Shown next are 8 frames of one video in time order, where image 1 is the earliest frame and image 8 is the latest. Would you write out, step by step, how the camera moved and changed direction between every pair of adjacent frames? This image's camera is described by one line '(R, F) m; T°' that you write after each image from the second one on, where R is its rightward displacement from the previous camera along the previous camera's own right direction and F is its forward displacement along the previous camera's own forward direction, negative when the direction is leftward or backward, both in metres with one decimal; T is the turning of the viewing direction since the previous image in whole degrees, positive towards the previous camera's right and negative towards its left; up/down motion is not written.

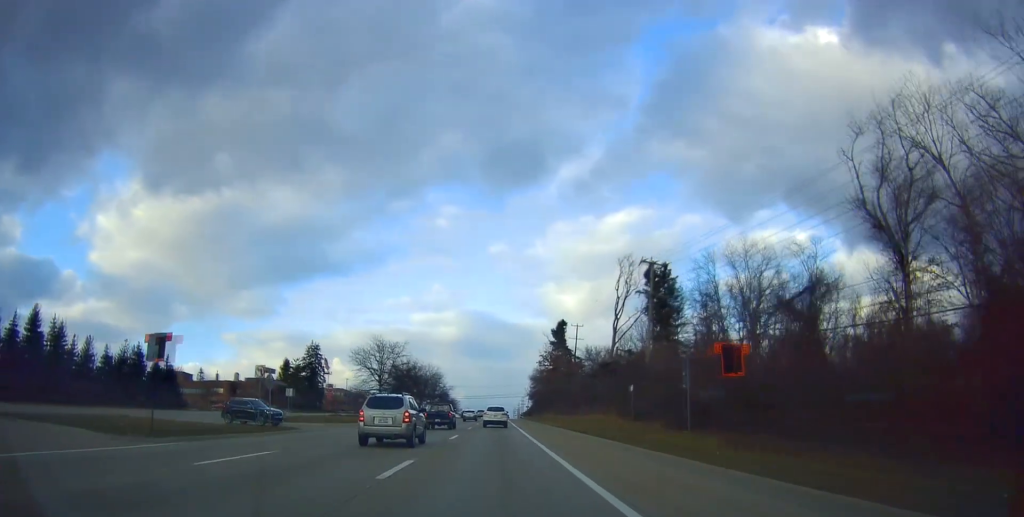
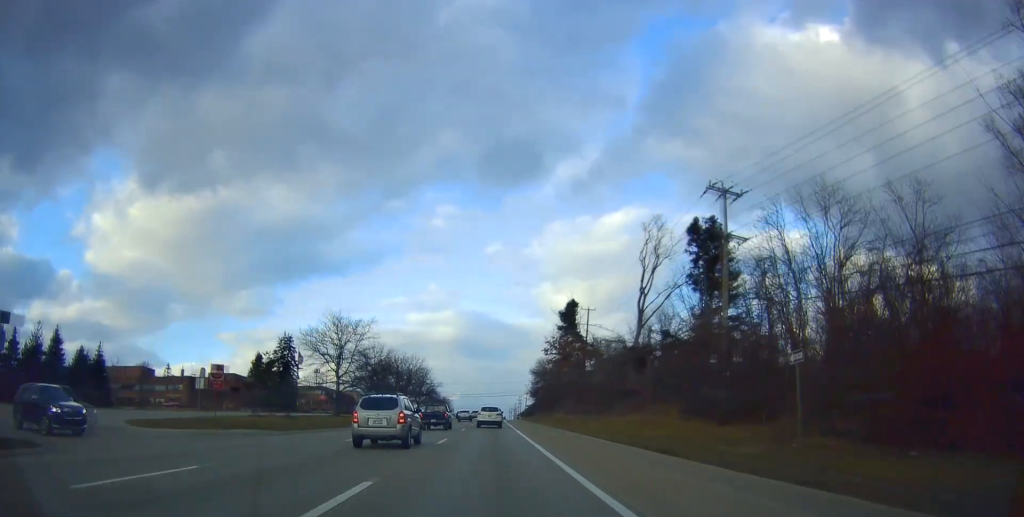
(-0.4, +19.9) m; 0°
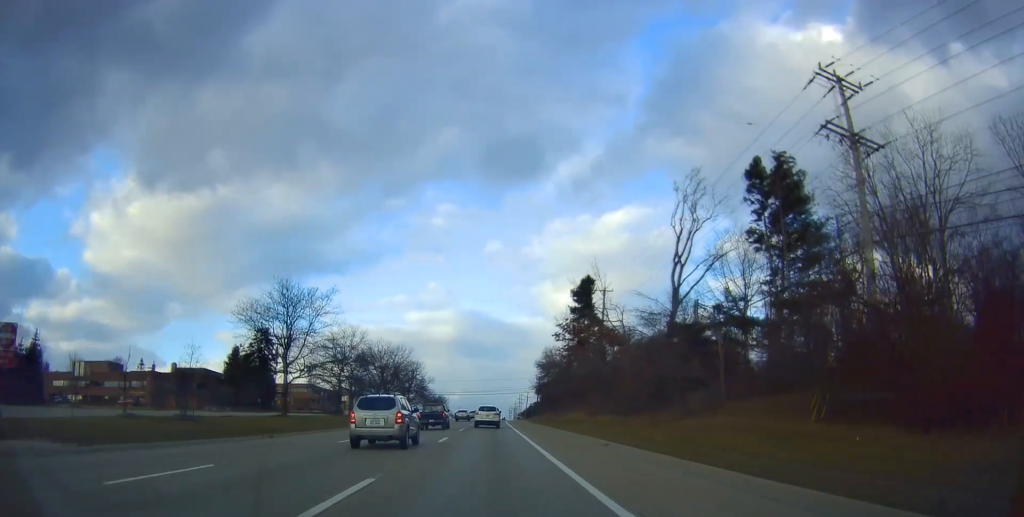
(+0.3, +15.2) m; +1°
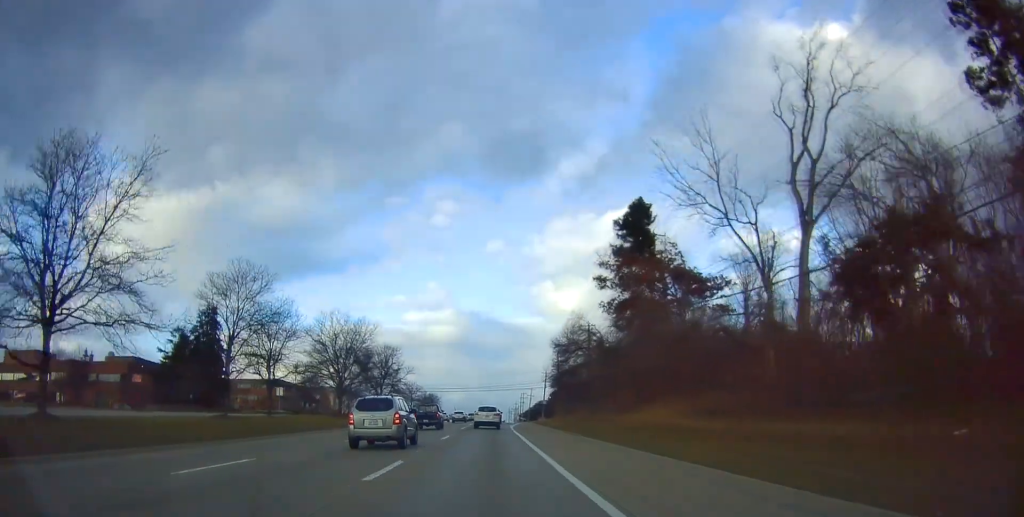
(+0.1, +27.1) m; 0°
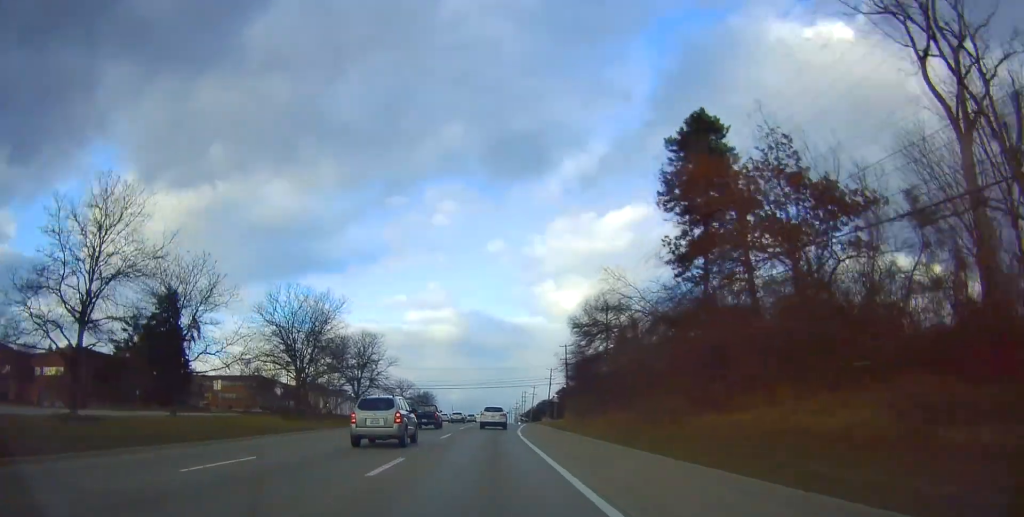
(0.0, +15.1) m; 0°
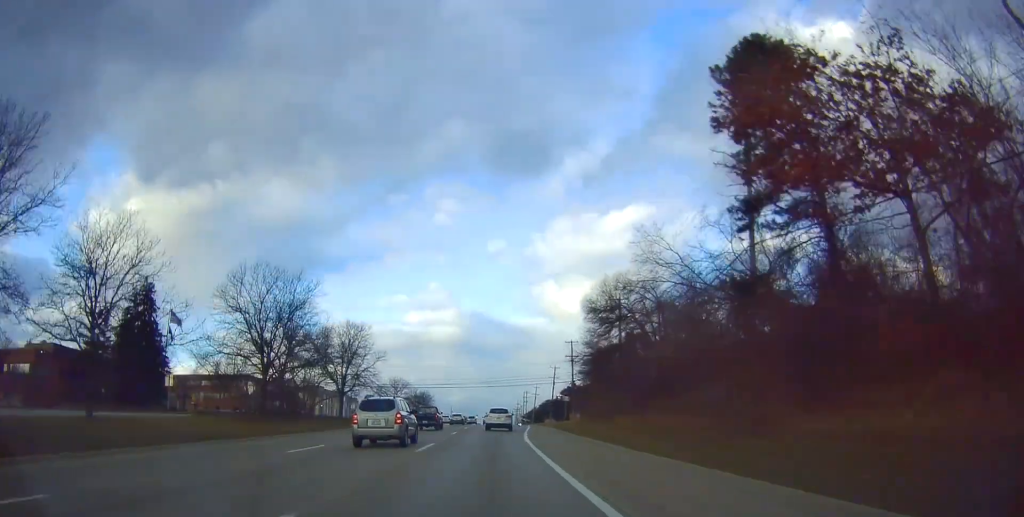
(0.0, +8.0) m; 0°
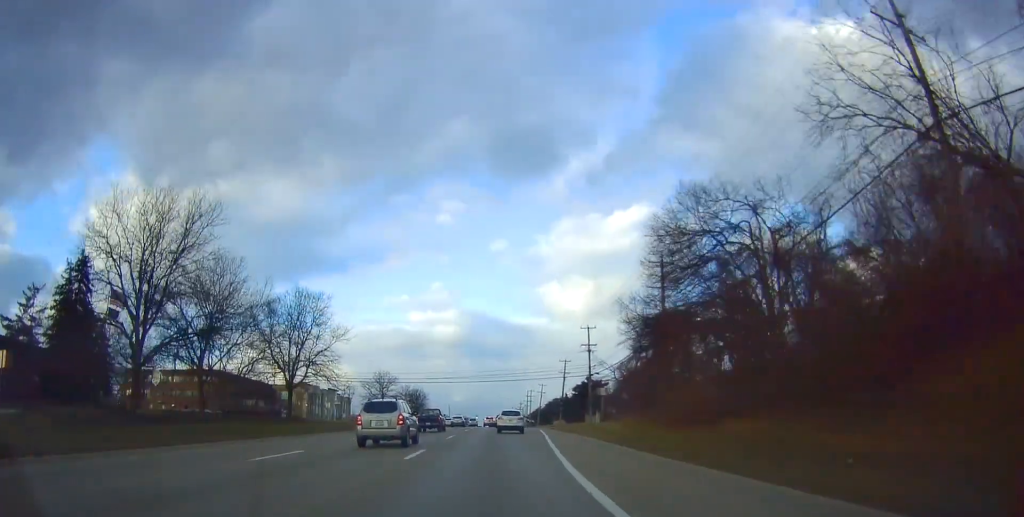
(0.0, +17.7) m; 0°
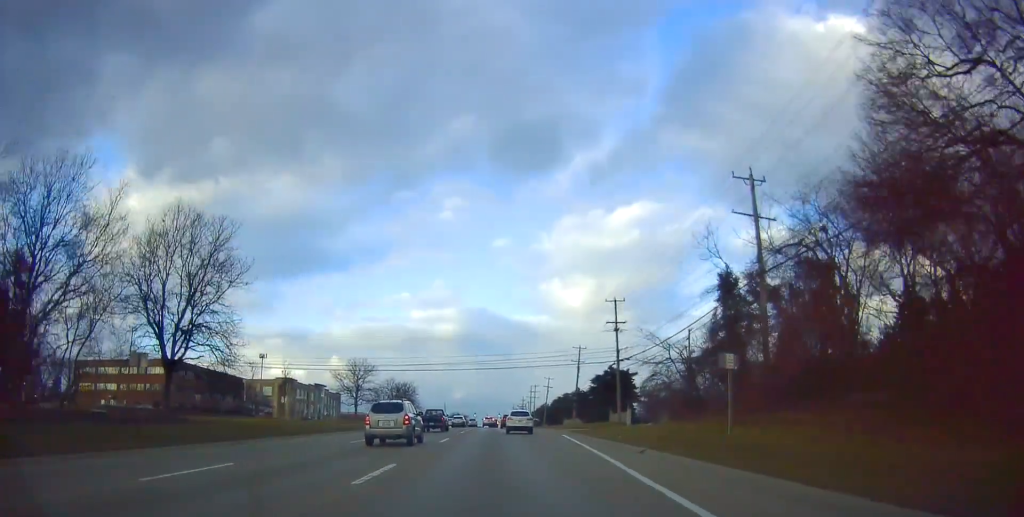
(0.0, +20.1) m; -1°
